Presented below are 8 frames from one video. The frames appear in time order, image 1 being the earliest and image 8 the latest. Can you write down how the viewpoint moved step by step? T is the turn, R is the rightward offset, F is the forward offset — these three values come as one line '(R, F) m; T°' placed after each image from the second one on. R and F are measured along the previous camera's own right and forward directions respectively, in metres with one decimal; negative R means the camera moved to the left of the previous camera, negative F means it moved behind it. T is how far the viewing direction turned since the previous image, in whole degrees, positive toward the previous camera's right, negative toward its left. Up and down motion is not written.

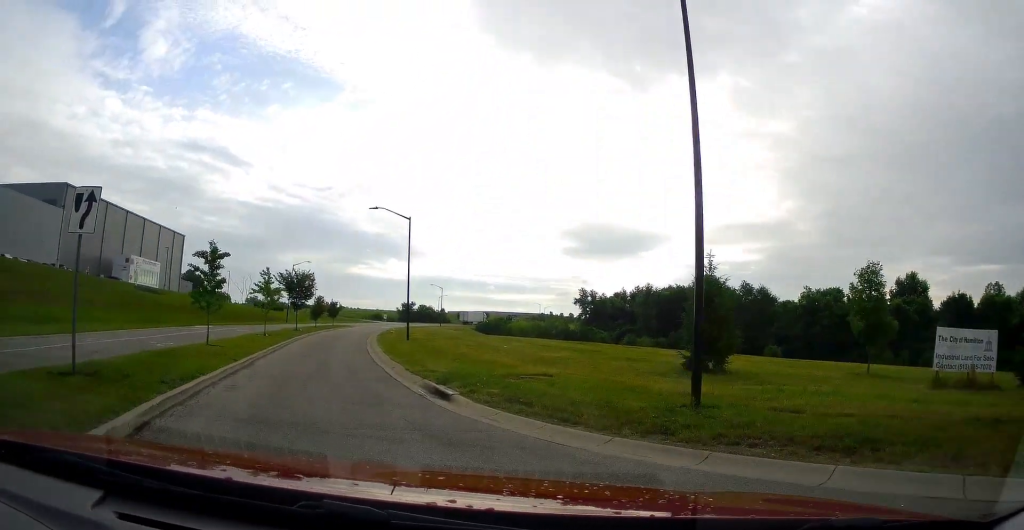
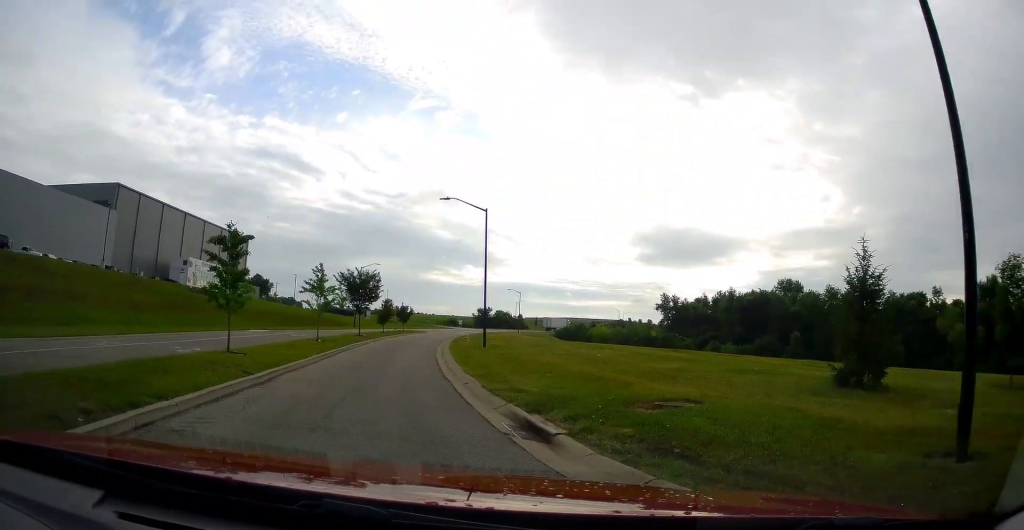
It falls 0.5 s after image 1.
(-0.3, +5.1) m; -7°
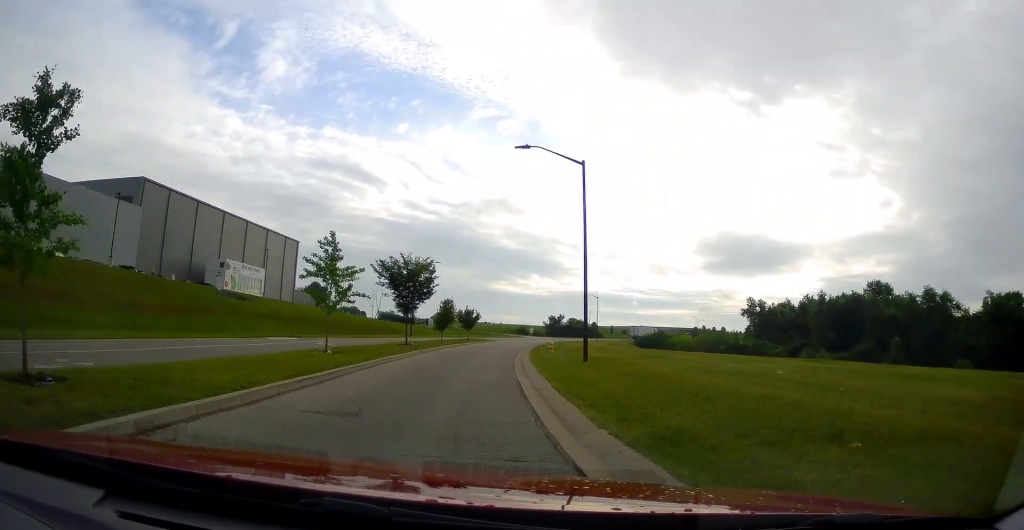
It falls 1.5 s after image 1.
(-1.9, +11.9) m; -15°
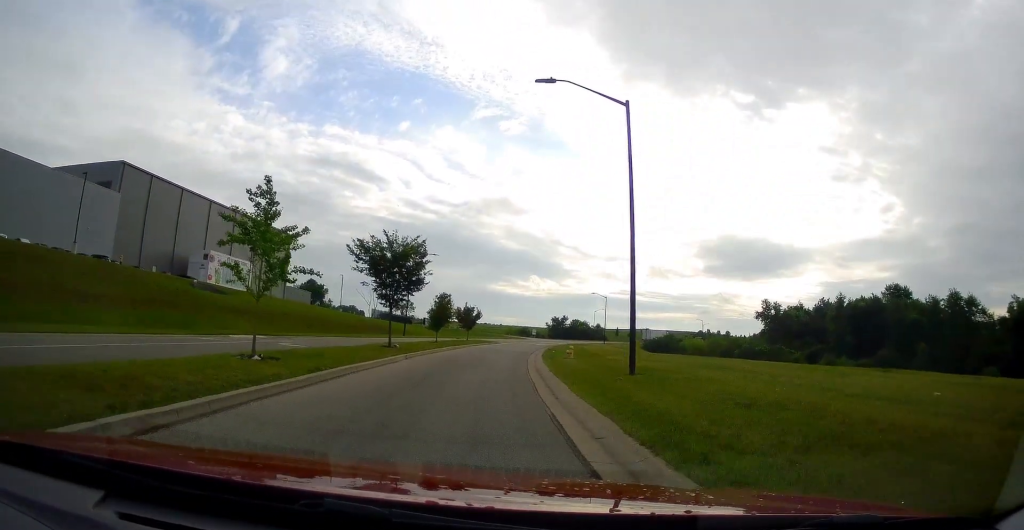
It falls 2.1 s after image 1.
(-0.6, +7.1) m; -6°
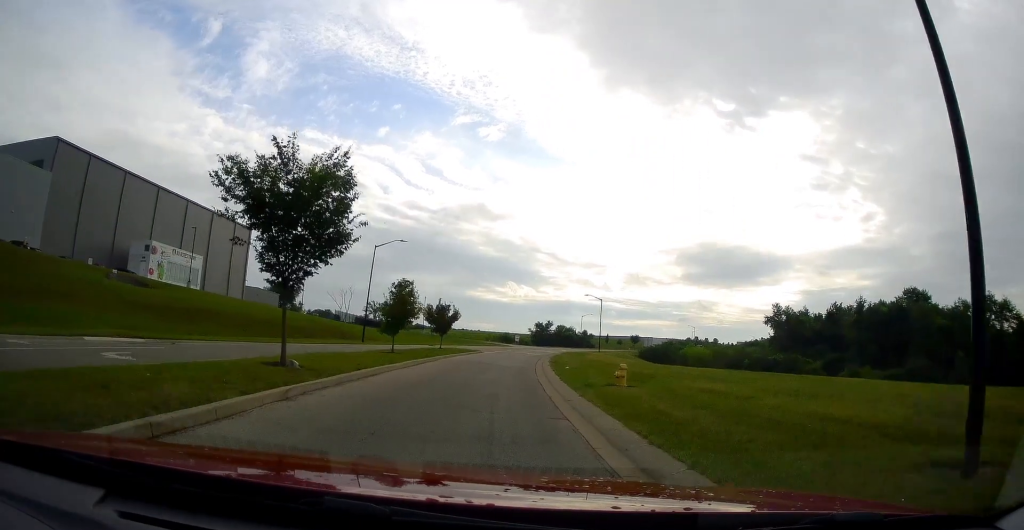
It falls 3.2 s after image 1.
(-0.6, +13.6) m; -1°
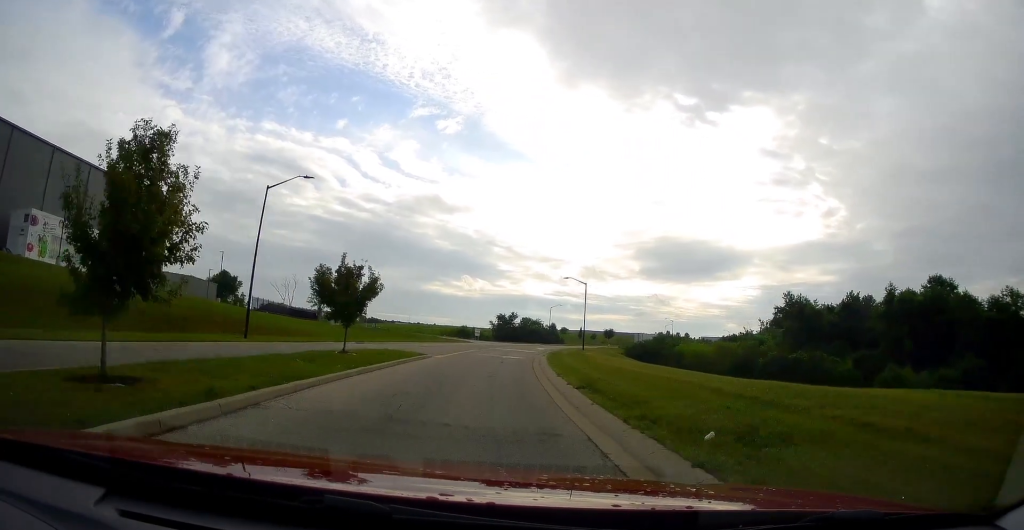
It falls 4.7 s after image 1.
(+0.9, +20.7) m; +6°
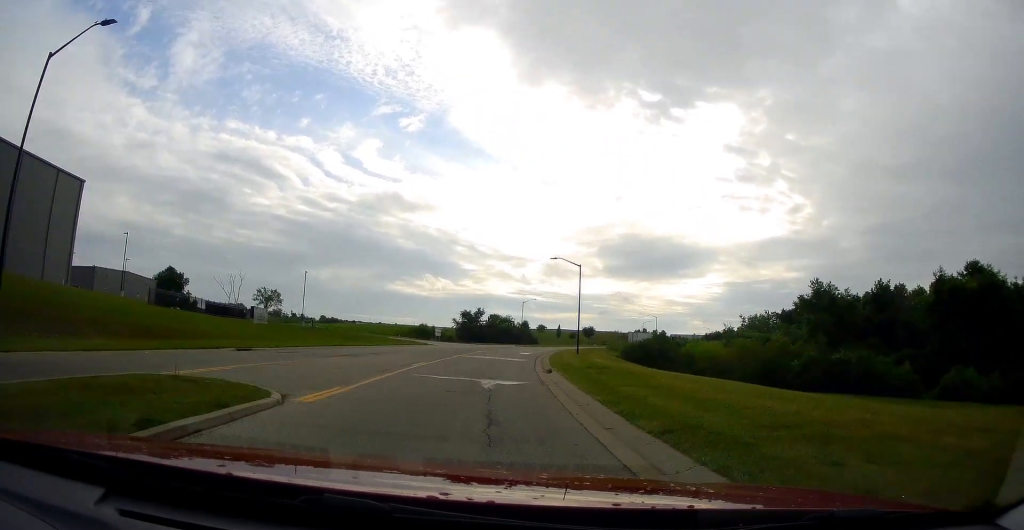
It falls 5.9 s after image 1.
(+1.0, +19.1) m; +6°
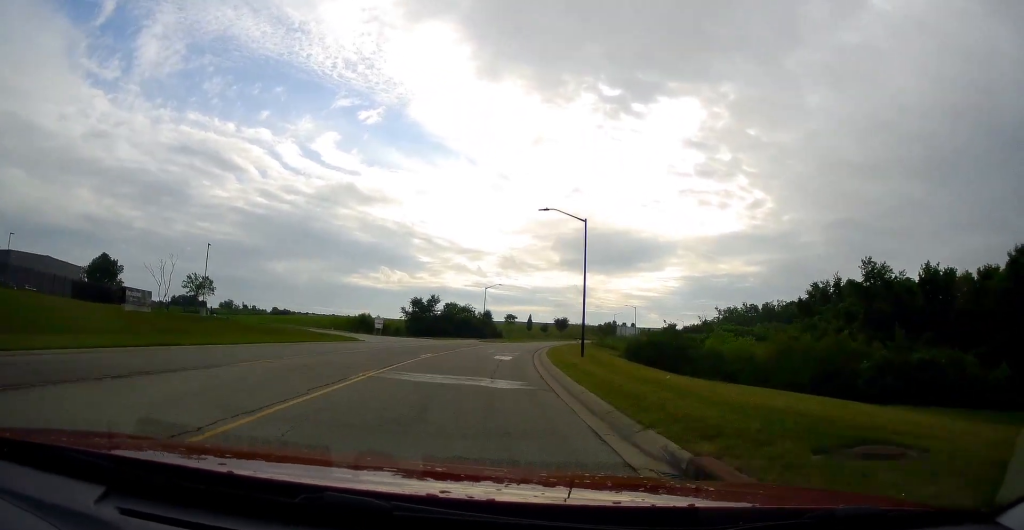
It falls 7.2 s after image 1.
(+0.9, +20.4) m; +4°
